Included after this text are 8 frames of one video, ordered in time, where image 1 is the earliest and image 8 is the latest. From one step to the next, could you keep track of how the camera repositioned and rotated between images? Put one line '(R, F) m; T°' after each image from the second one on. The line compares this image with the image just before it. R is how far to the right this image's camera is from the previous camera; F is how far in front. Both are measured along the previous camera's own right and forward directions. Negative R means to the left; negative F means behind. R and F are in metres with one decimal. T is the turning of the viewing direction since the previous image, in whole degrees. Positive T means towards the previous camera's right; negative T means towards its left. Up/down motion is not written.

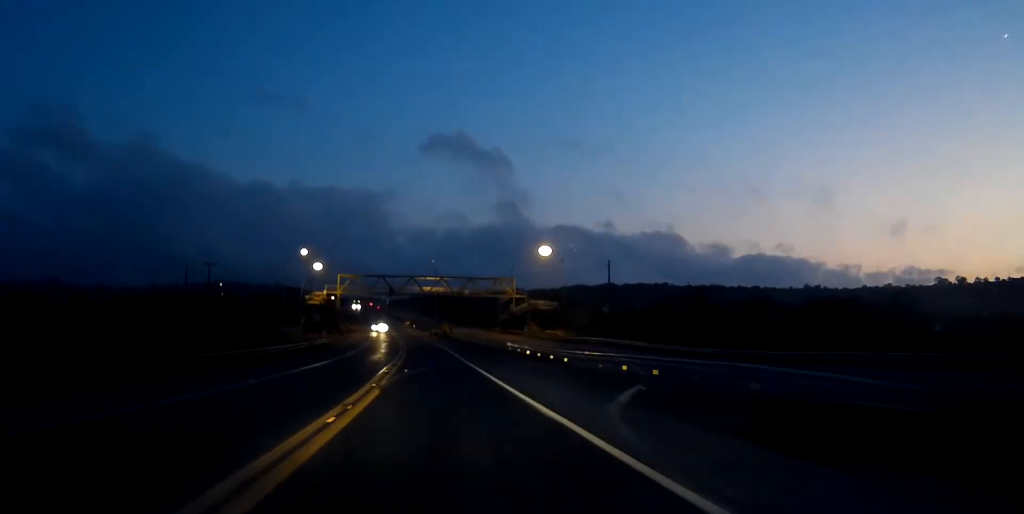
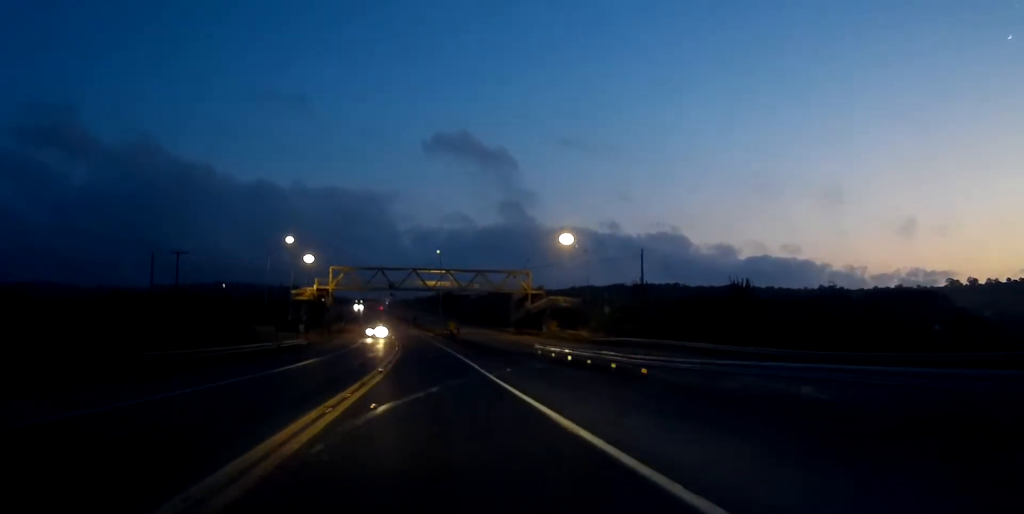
(-0.1, +15.2) m; -1°
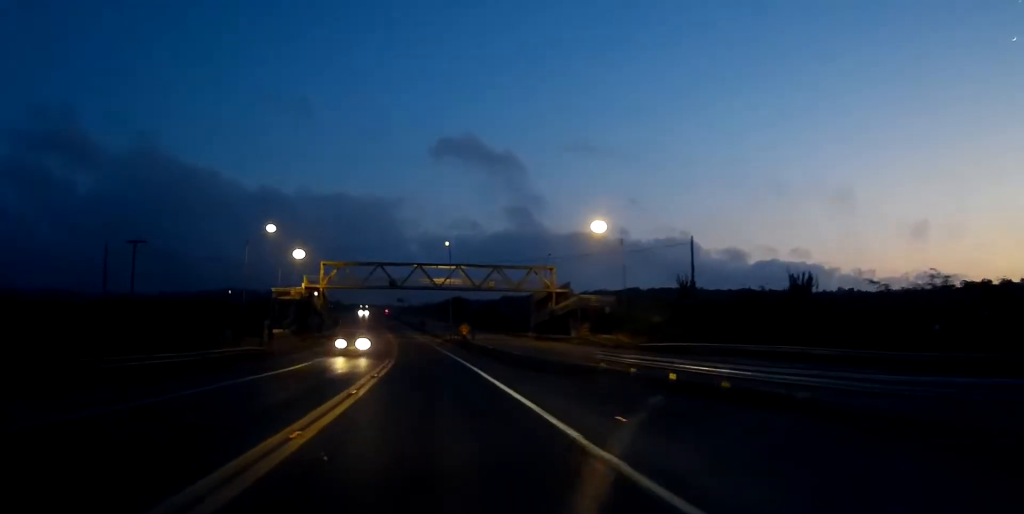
(-0.1, +16.1) m; -1°
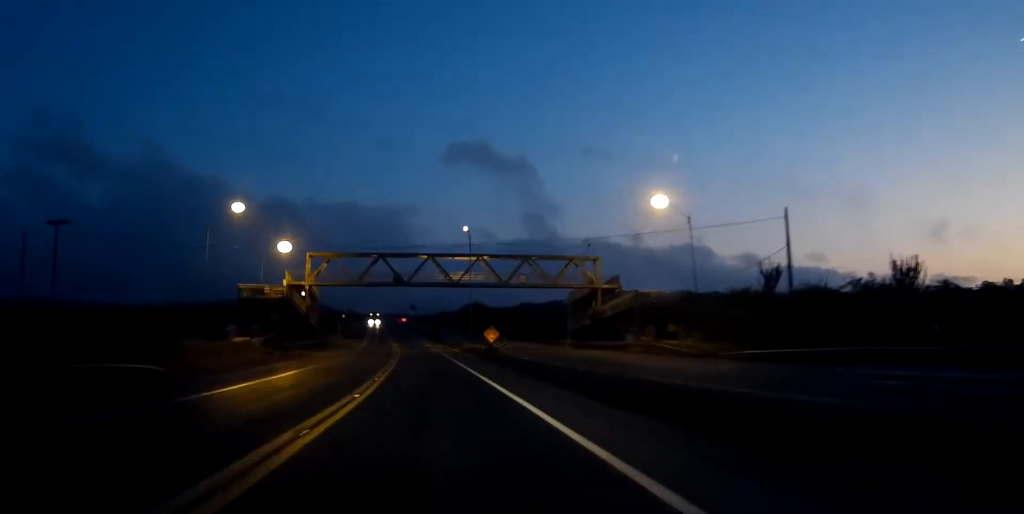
(-0.2, +19.7) m; -1°
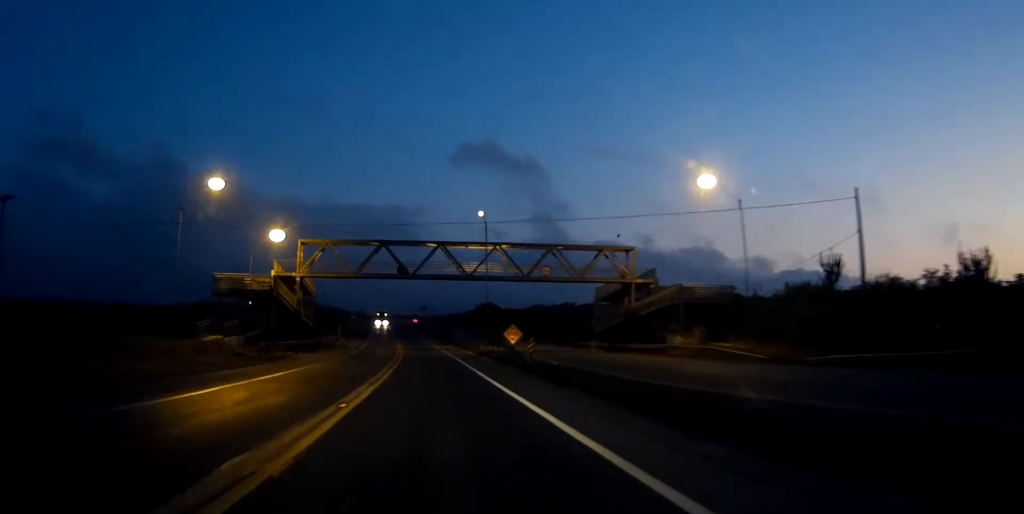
(-0.1, +9.9) m; -1°
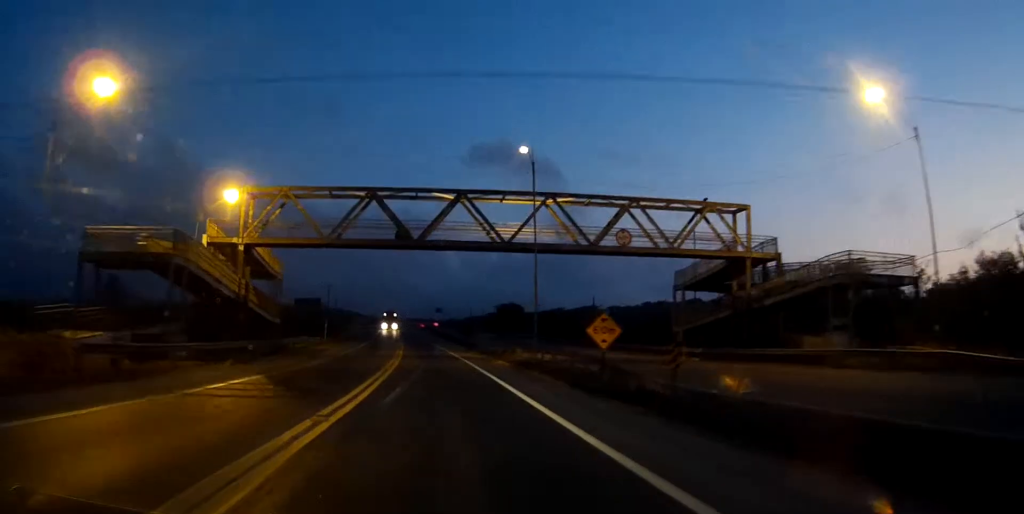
(-0.3, +23.4) m; -2°
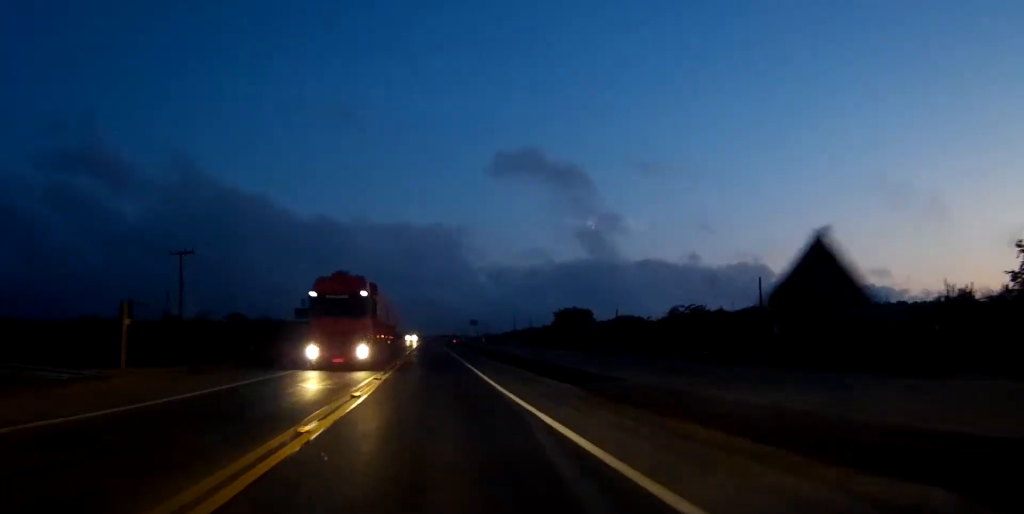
(-1.2, +53.4) m; -2°
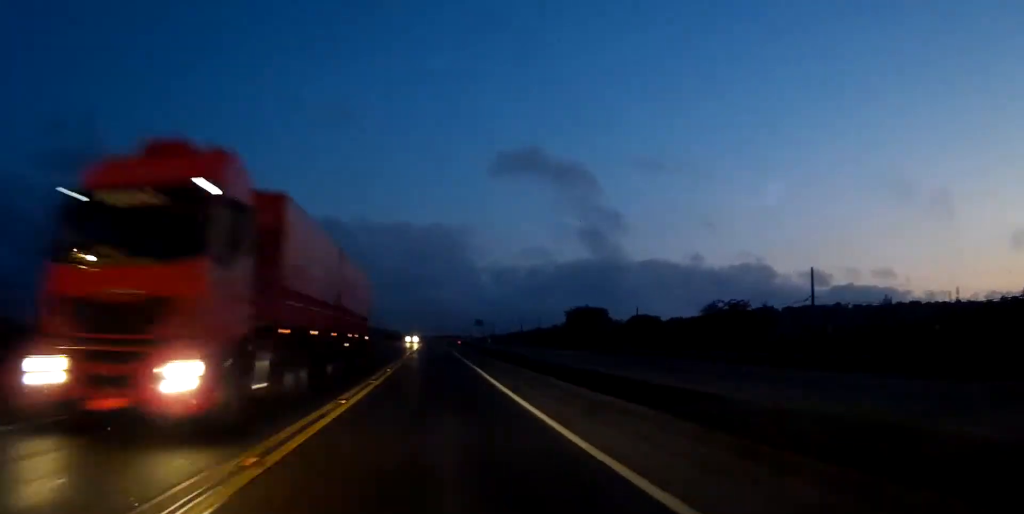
(-0.1, +9.2) m; 0°
